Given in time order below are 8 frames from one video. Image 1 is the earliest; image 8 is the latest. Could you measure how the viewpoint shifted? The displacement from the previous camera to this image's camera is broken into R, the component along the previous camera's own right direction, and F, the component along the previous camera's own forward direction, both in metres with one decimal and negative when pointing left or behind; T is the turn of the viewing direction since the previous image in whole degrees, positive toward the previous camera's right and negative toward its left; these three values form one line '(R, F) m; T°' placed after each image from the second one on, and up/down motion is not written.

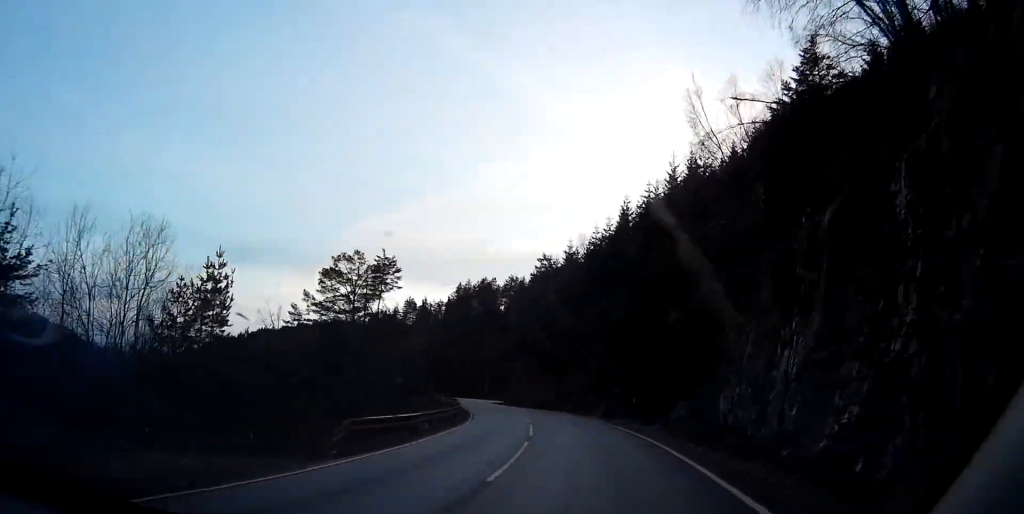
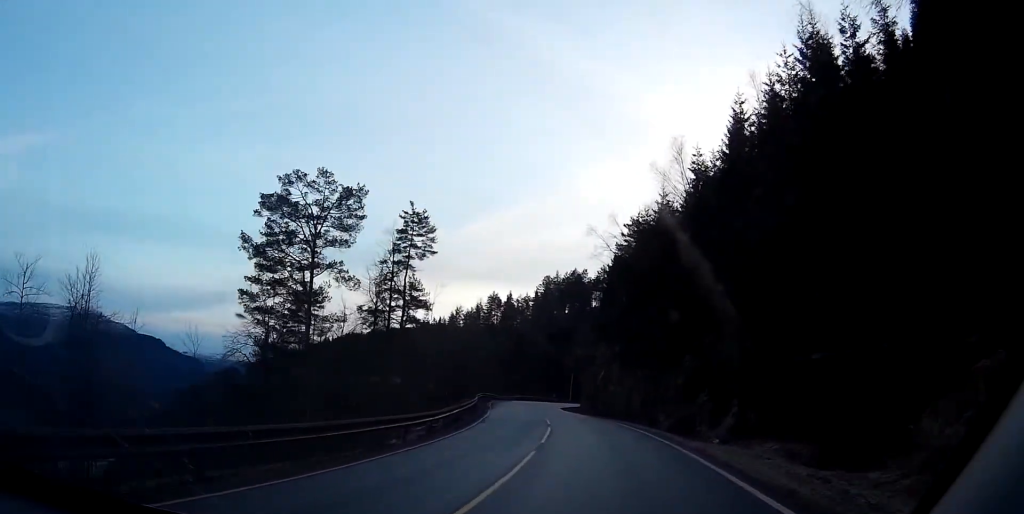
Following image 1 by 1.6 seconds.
(-1.6, +27.5) m; -5°
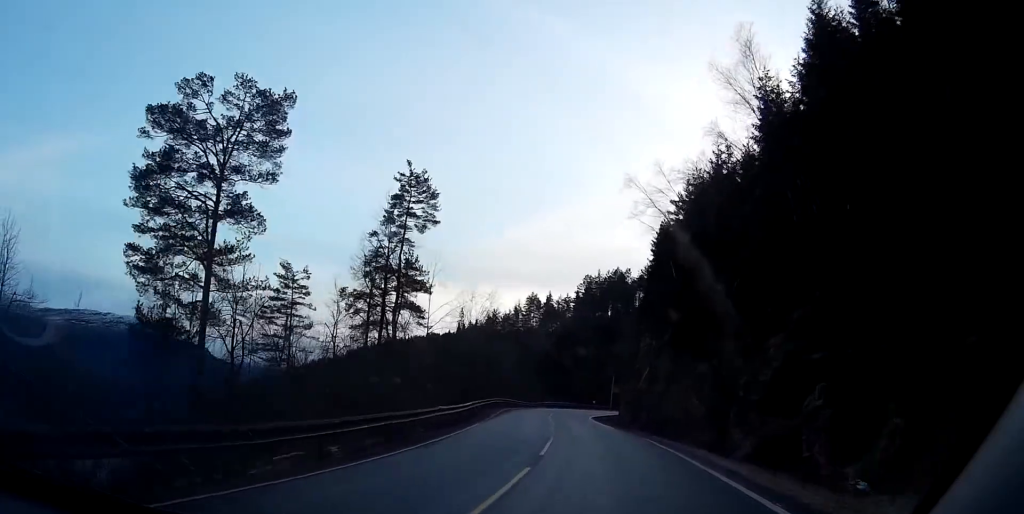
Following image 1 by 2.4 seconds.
(-0.4, +15.3) m; -3°
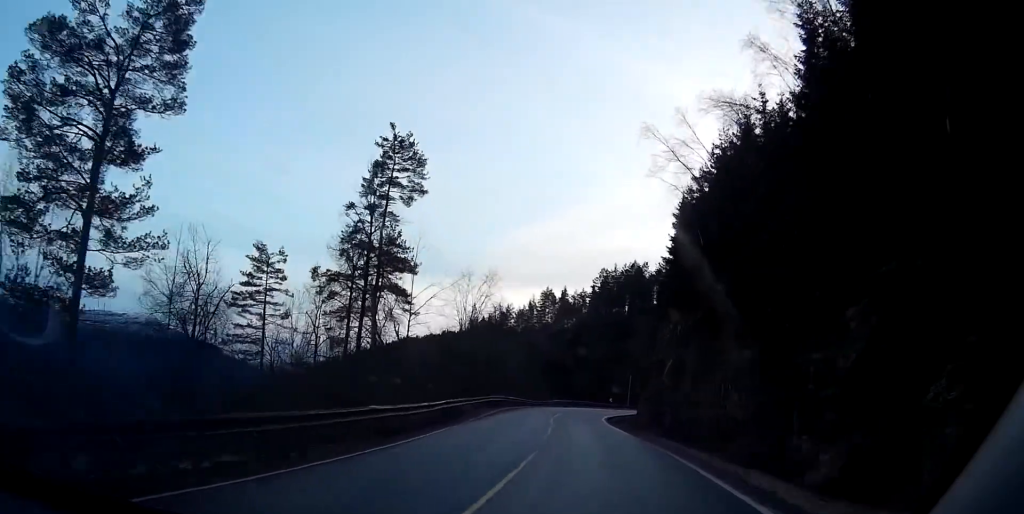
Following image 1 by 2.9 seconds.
(0.0, +8.9) m; -2°
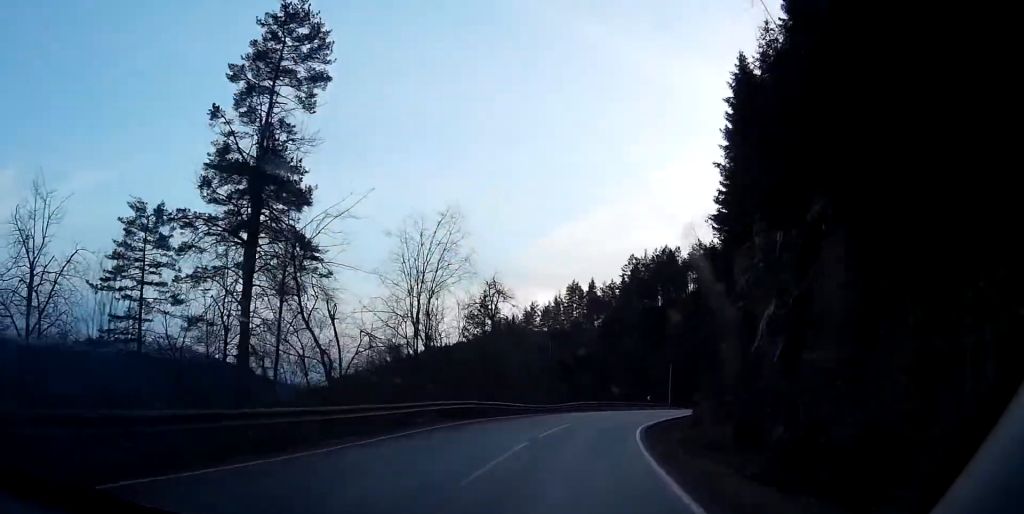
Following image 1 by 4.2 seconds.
(-0.7, +21.6) m; -2°
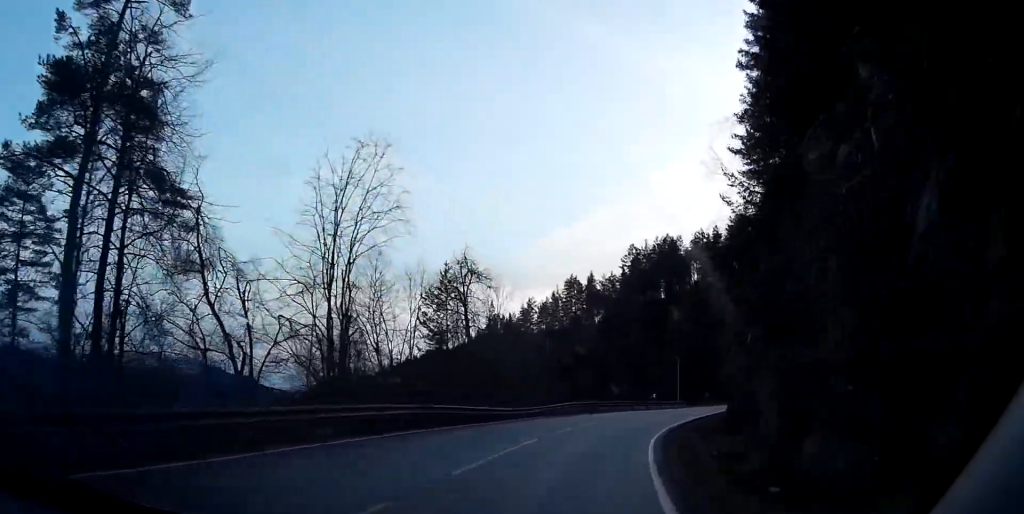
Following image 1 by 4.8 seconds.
(-0.1, +11.4) m; 0°
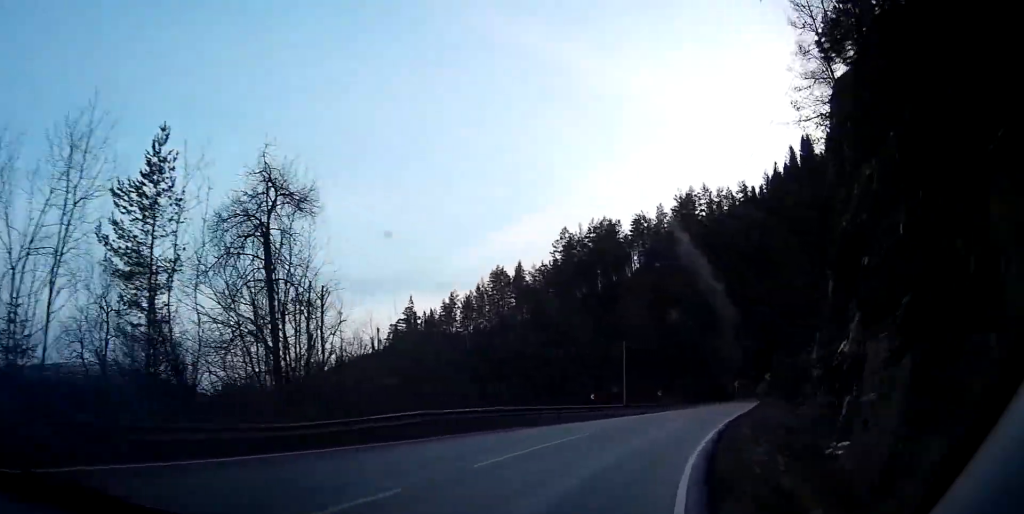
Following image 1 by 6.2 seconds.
(+1.1, +22.7) m; +7°
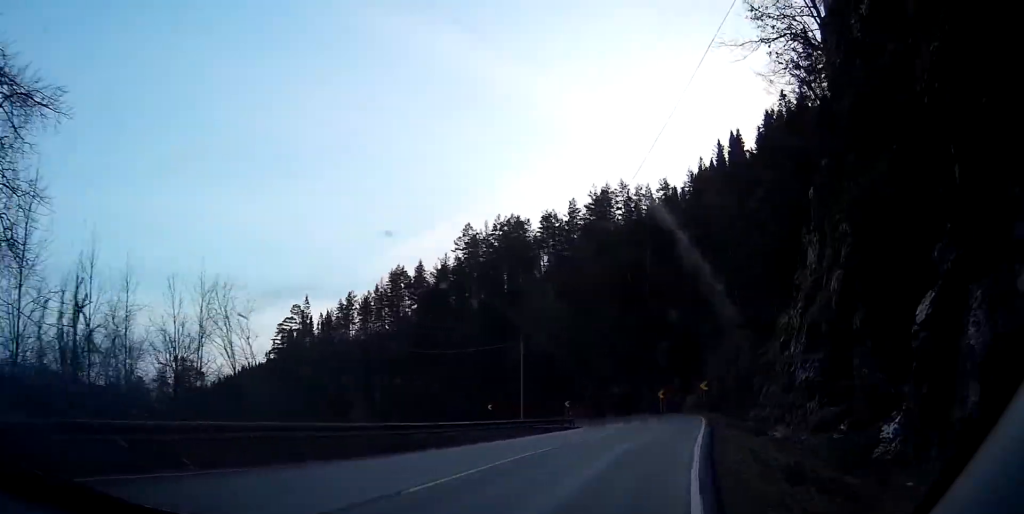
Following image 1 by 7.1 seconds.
(+0.7, +13.6) m; +5°
